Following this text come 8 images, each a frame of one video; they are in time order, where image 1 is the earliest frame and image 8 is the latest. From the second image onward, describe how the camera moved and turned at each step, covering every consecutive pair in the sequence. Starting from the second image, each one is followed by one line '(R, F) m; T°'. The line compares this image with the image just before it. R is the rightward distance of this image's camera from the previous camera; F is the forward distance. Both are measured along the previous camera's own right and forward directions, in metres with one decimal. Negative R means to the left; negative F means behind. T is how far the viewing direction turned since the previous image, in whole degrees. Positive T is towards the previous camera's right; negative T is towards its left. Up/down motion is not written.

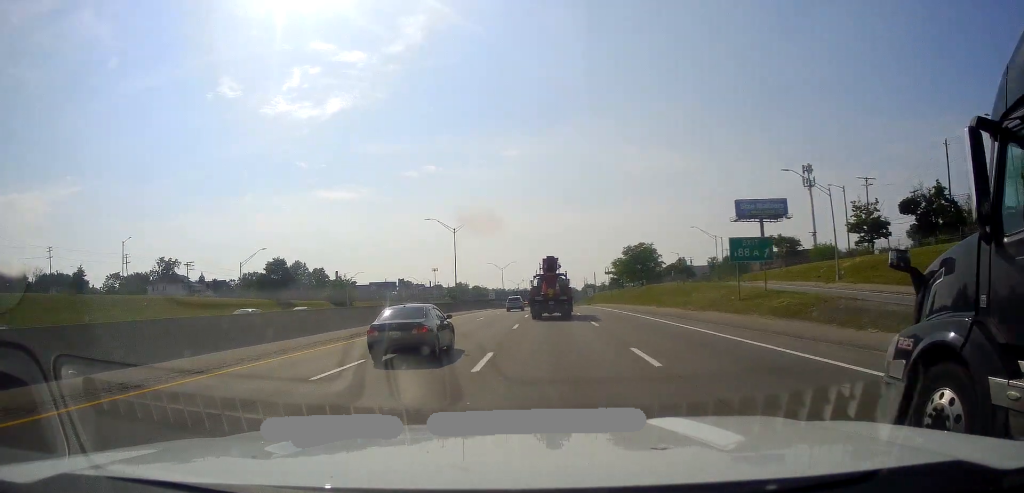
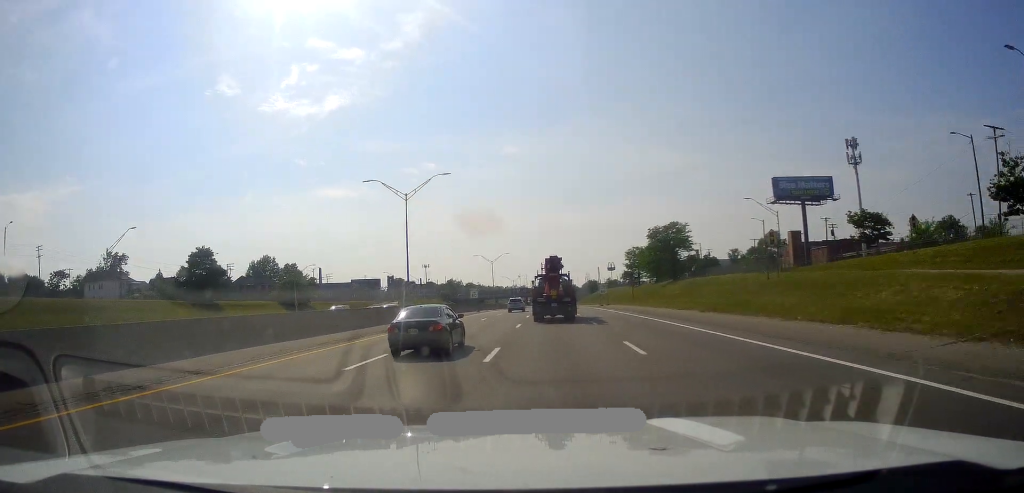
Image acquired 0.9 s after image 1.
(-0.1, +28.5) m; 0°
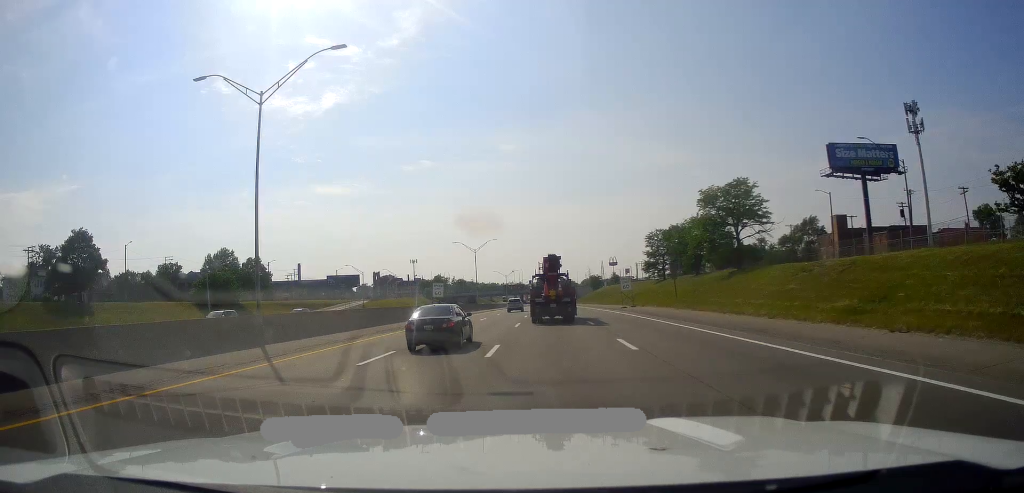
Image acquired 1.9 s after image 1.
(+0.1, +29.2) m; +1°
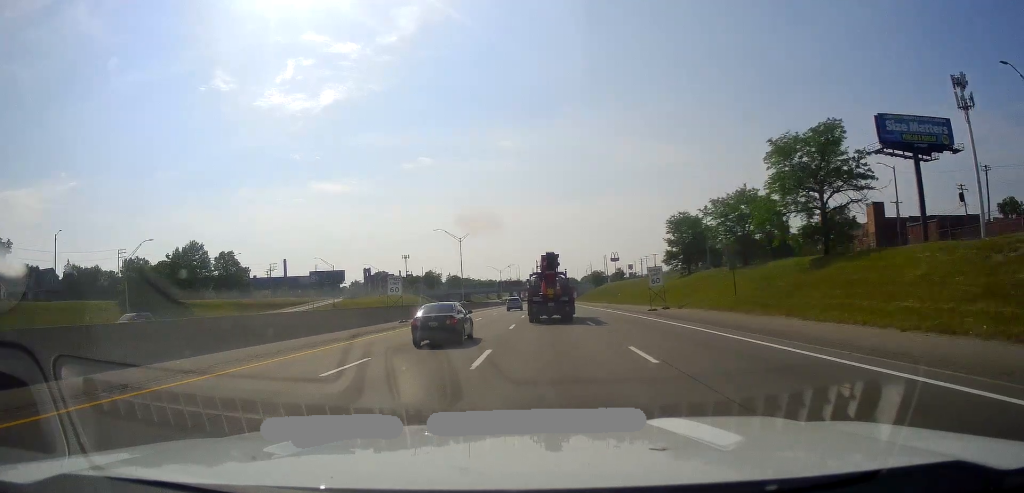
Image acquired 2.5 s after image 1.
(0.0, +17.9) m; +1°
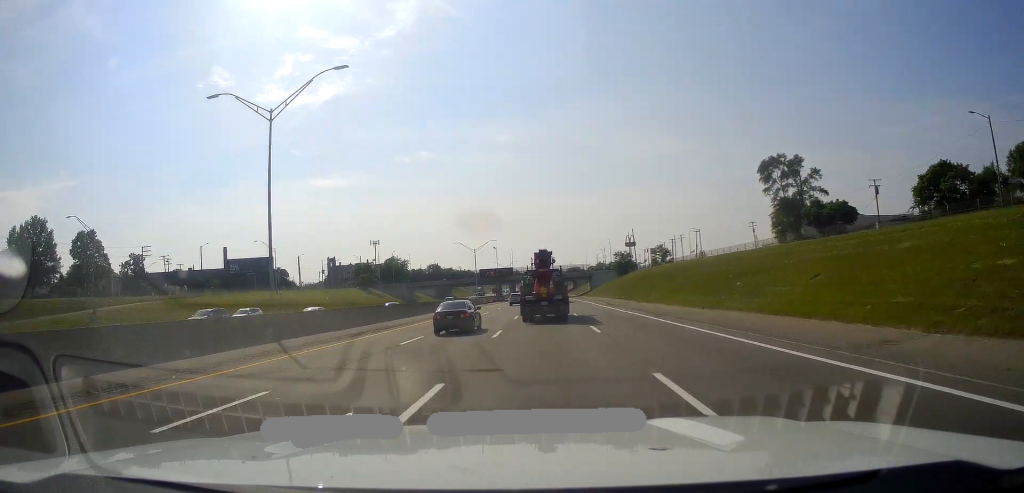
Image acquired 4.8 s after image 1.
(-0.3, +66.6) m; -2°
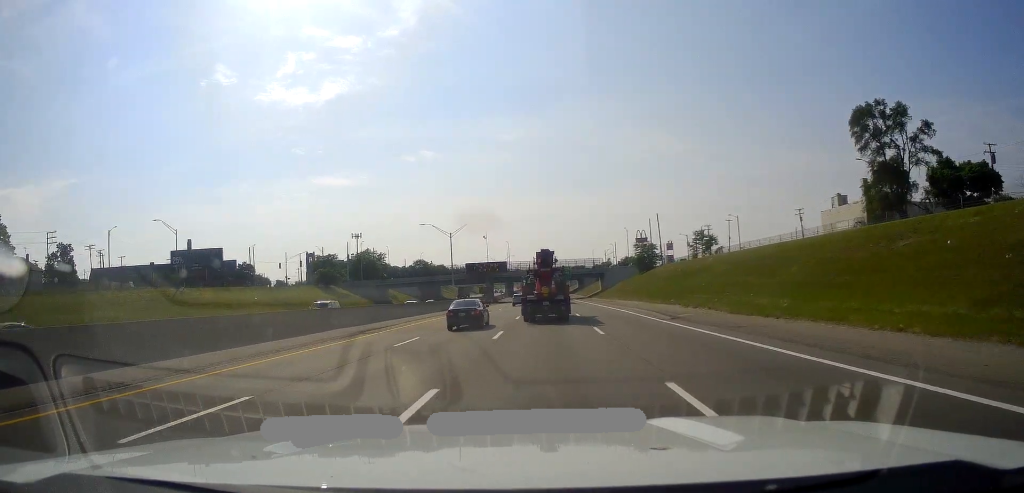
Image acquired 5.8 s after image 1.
(0.0, +31.1) m; +1°
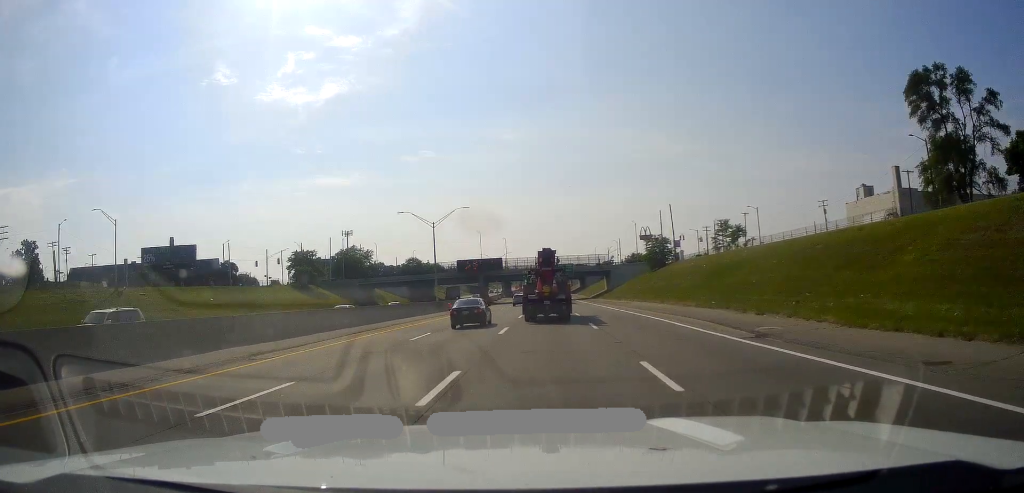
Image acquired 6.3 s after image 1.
(+0.1, +12.7) m; 0°
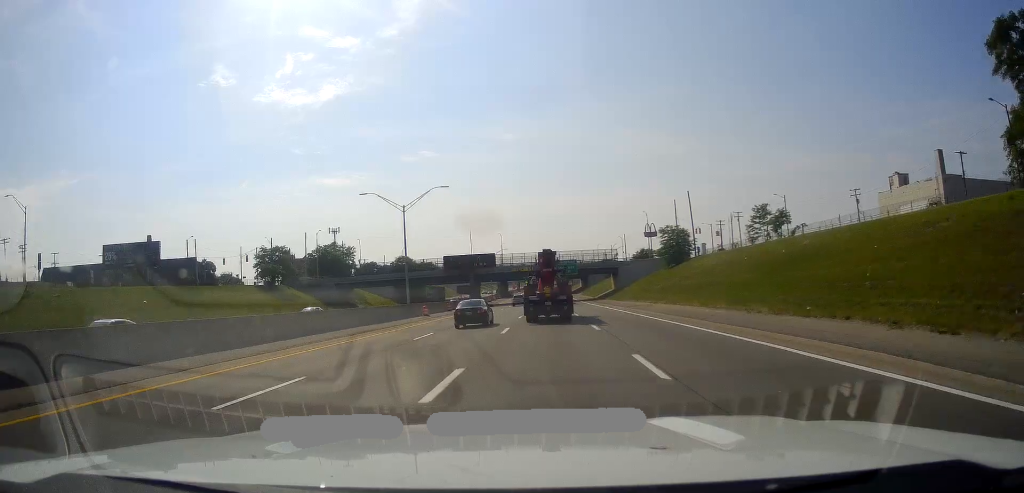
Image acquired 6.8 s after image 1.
(0.0, +14.6) m; 0°
